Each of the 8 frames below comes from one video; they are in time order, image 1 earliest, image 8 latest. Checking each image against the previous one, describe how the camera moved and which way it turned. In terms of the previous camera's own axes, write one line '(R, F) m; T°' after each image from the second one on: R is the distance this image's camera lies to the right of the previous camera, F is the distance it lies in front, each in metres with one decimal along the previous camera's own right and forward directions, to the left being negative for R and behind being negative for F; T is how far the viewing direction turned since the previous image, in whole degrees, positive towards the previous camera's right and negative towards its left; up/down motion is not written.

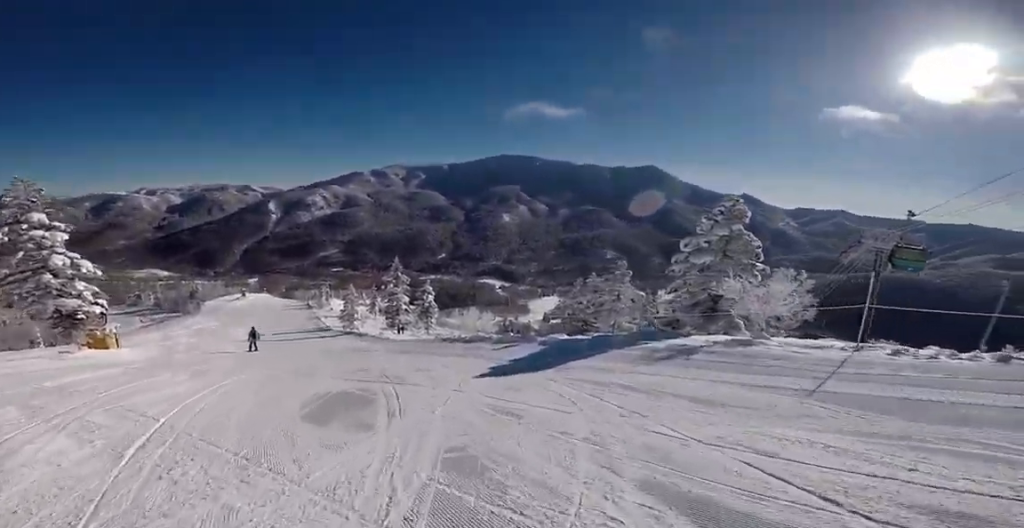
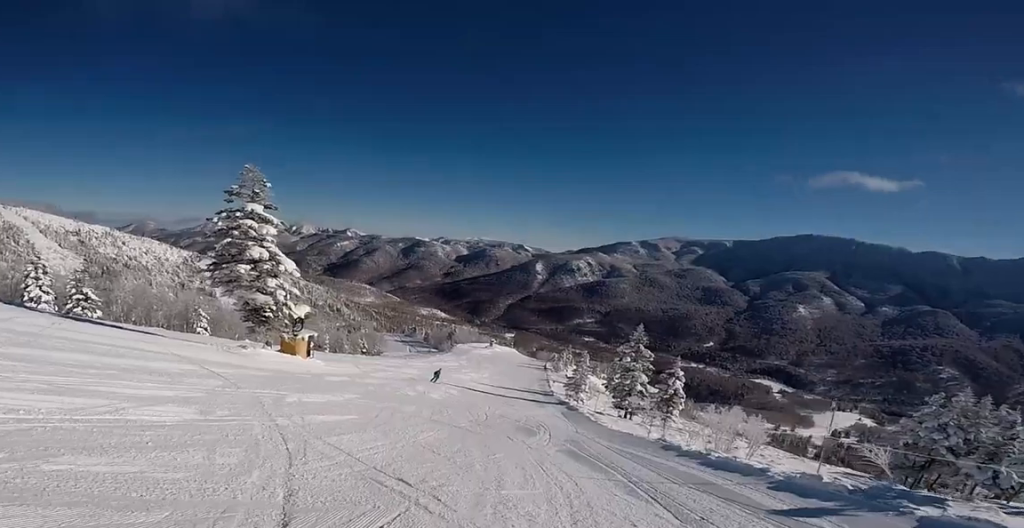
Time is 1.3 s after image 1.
(-1.0, +8.0) m; -25°
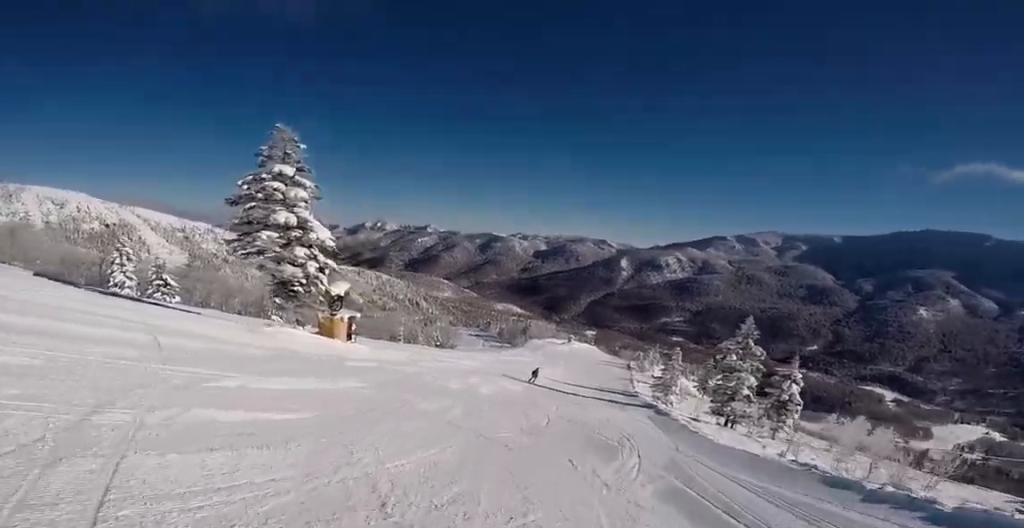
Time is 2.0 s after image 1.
(-0.2, +4.2) m; -16°
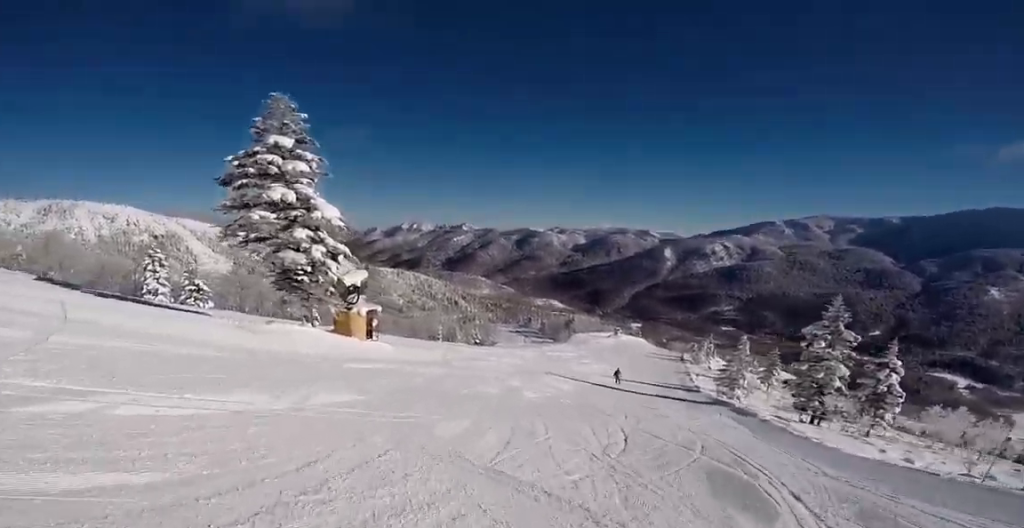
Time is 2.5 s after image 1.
(-1.3, +3.7) m; -4°
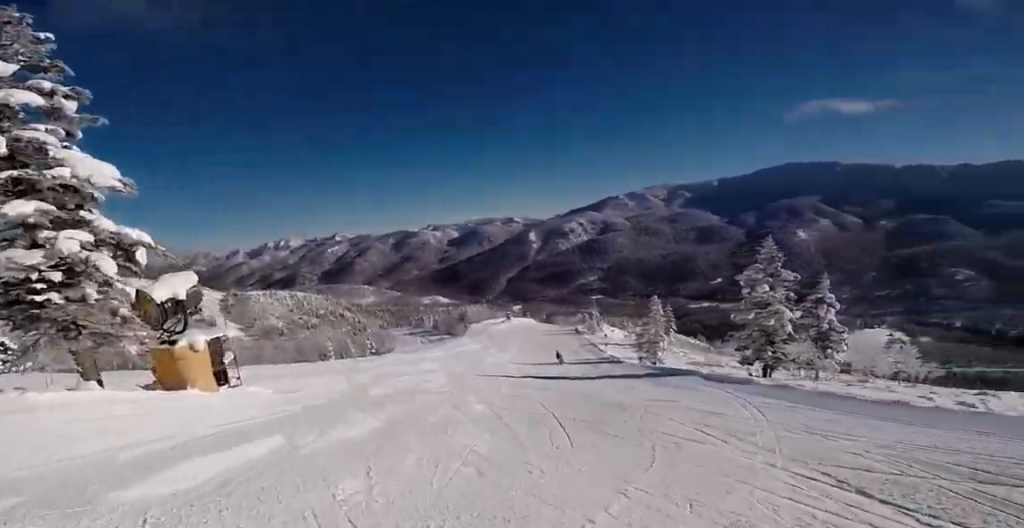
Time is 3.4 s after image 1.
(+0.2, +7.7) m; +10°
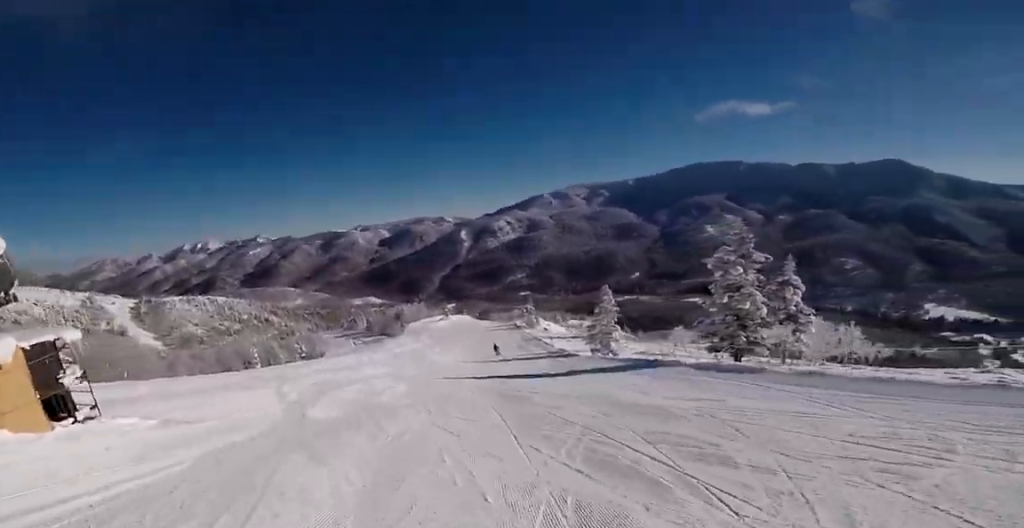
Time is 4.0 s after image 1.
(+0.3, +4.4) m; +9°
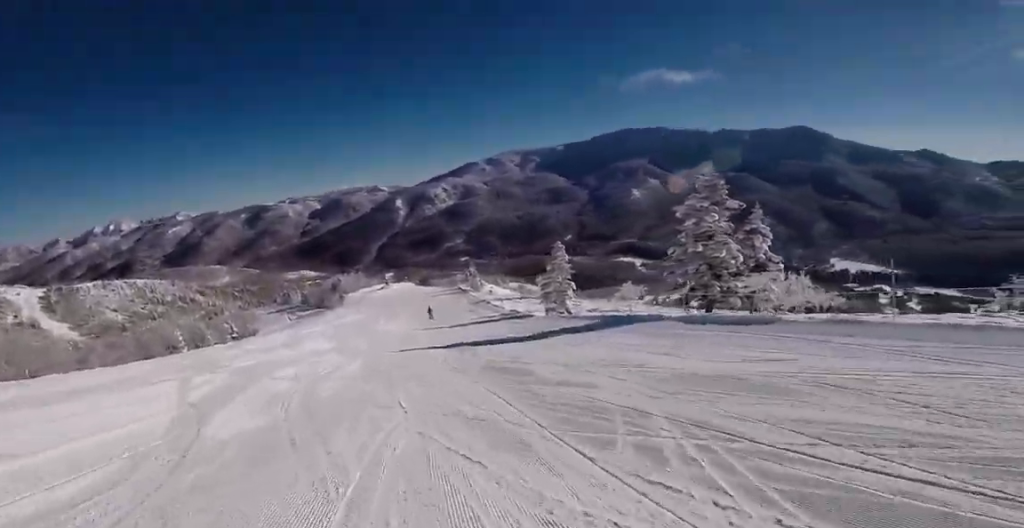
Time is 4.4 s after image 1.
(+0.4, +3.8) m; +5°
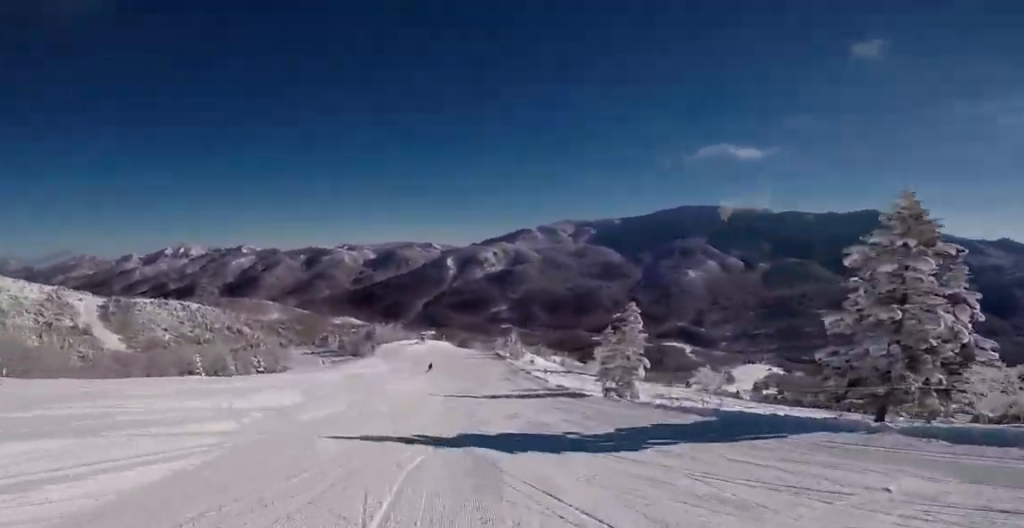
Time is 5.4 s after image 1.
(+0.9, +9.8) m; -1°
